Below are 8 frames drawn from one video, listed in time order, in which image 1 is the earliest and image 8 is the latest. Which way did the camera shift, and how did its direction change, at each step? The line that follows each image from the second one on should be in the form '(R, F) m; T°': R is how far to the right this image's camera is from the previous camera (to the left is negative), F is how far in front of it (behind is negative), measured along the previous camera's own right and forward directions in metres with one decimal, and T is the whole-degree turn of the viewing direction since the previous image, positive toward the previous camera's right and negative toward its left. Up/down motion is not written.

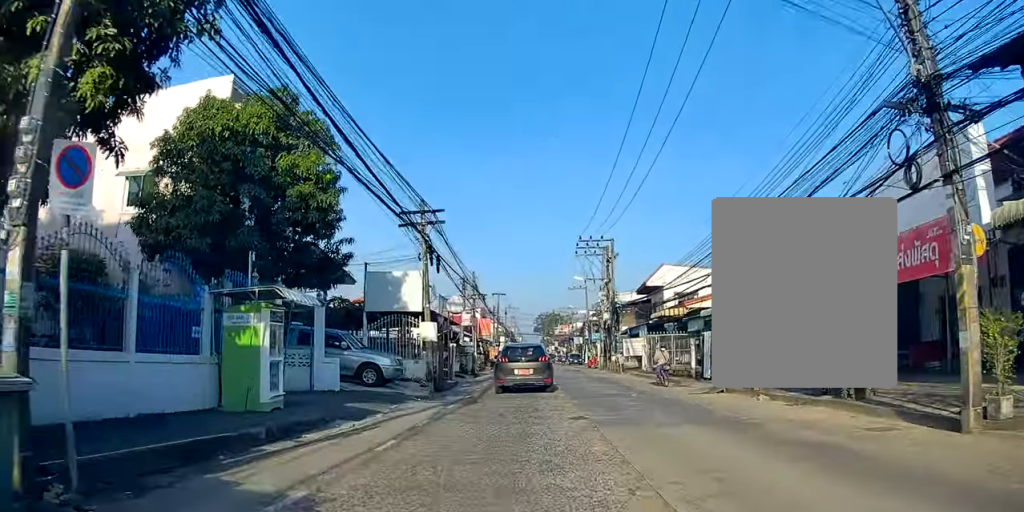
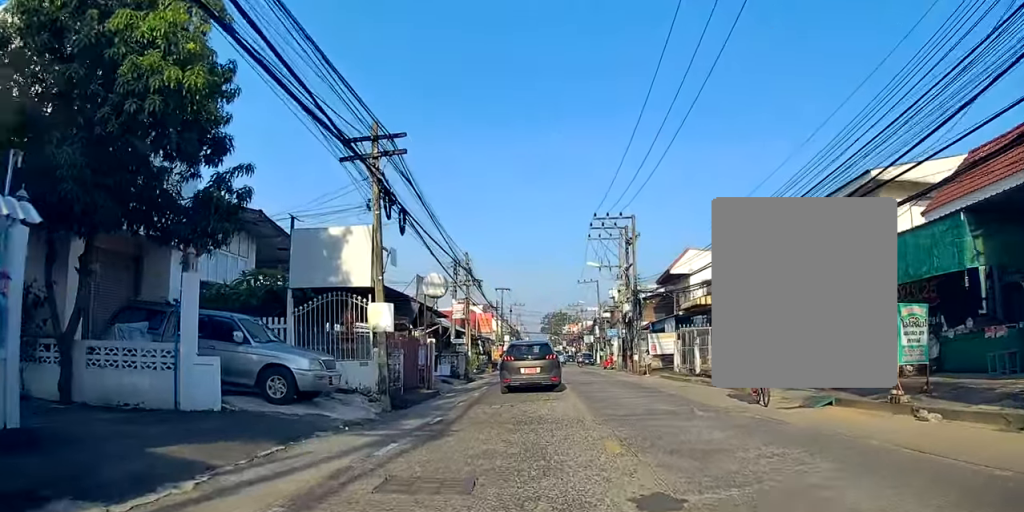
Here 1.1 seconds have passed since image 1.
(-0.1, +8.9) m; 0°
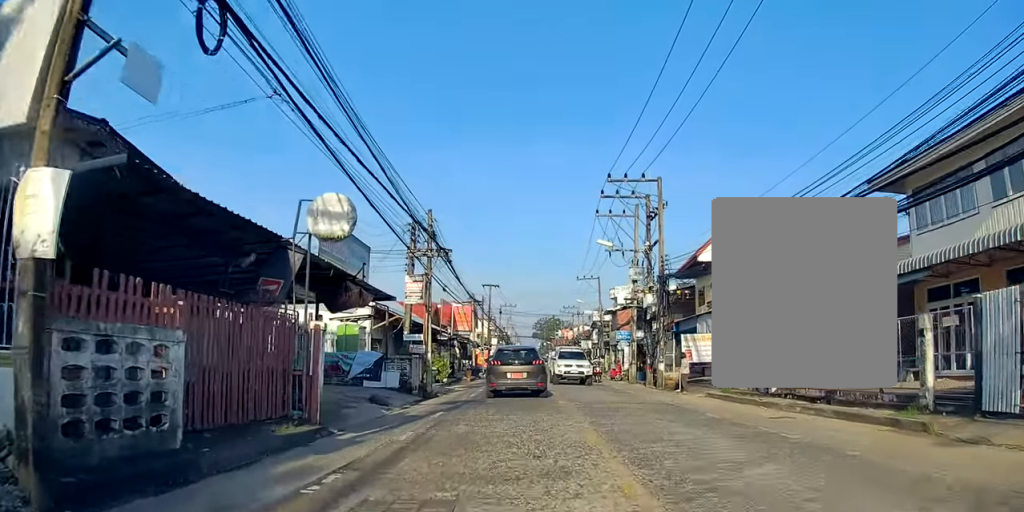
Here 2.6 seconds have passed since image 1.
(+0.3, +12.3) m; +2°
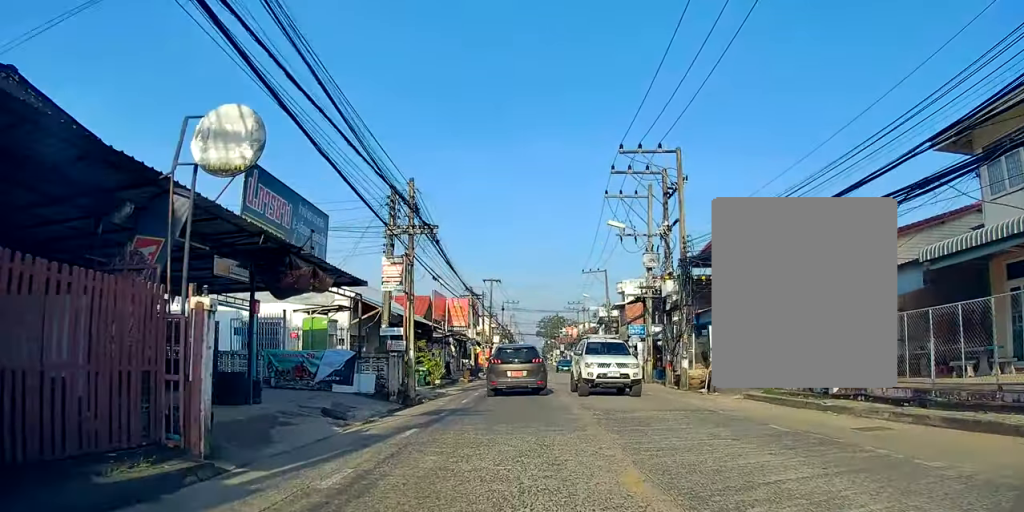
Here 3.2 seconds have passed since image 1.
(0.0, +4.1) m; 0°
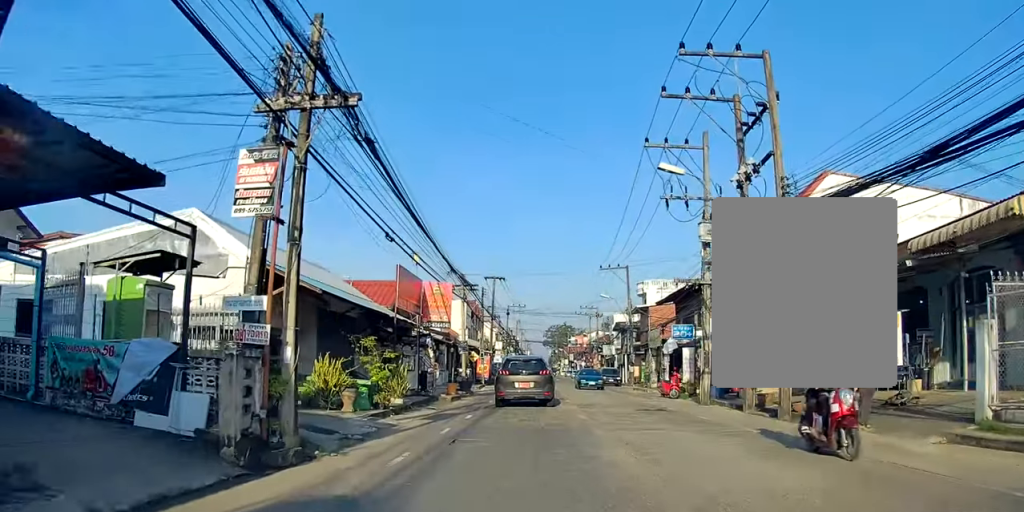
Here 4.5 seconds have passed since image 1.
(-0.2, +9.8) m; -1°
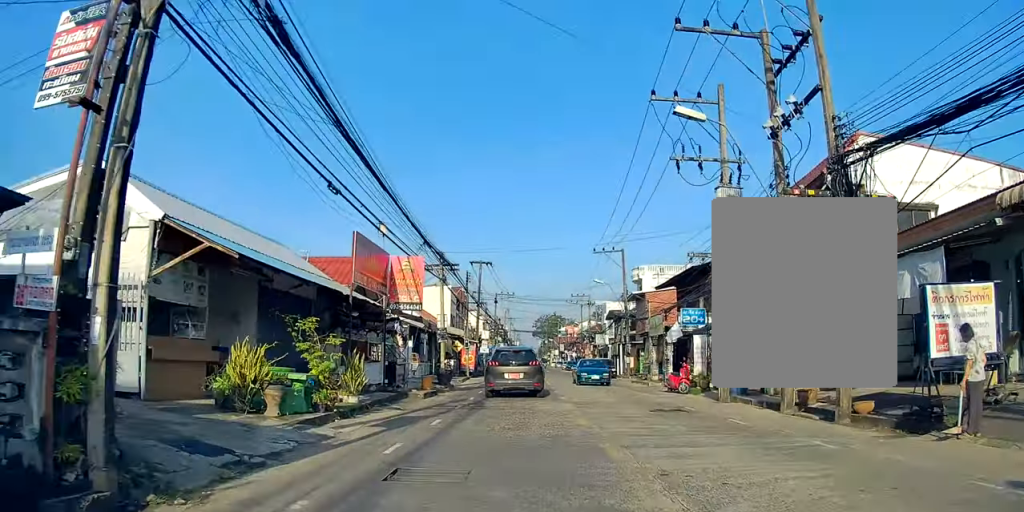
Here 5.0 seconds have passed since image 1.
(0.0, +3.8) m; 0°
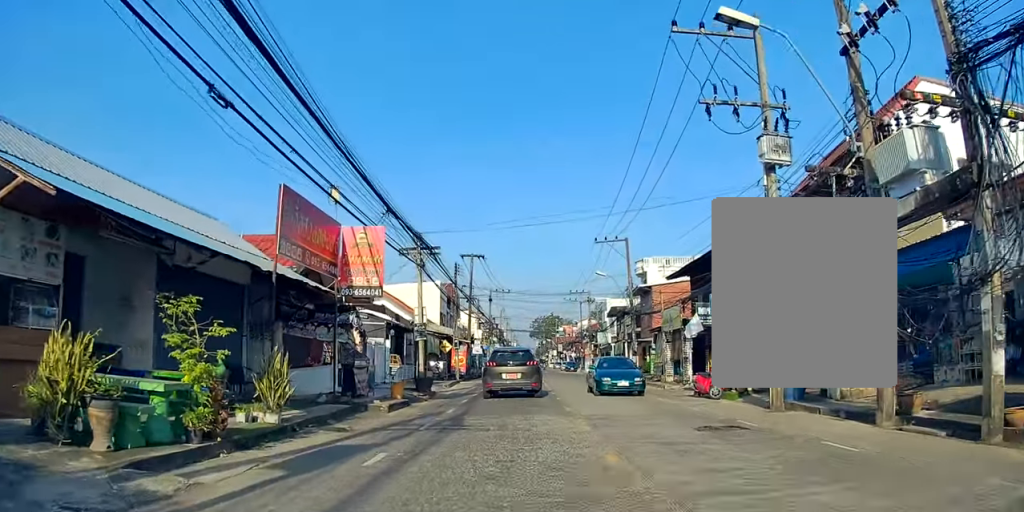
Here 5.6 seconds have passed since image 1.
(+0.1, +4.7) m; -1°
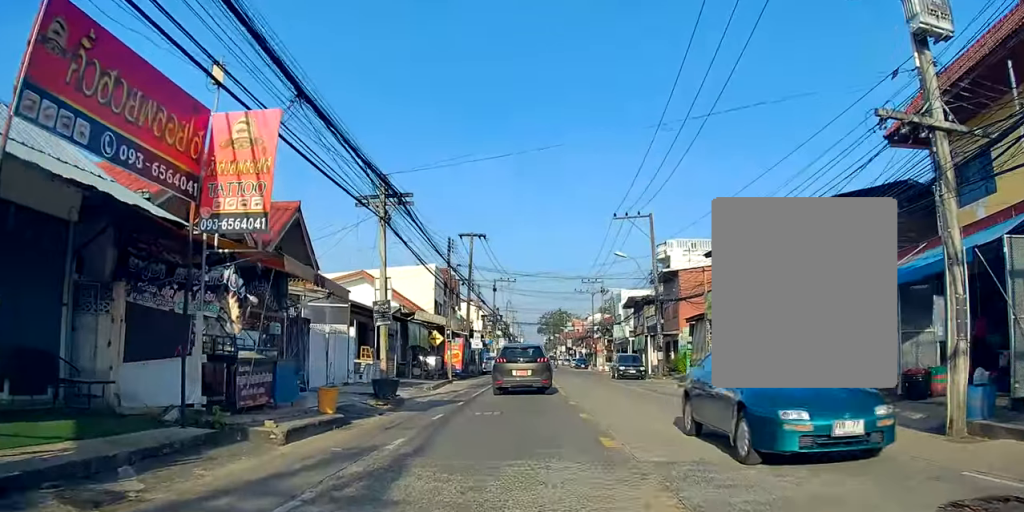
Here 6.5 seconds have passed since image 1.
(-0.2, +7.0) m; -2°
